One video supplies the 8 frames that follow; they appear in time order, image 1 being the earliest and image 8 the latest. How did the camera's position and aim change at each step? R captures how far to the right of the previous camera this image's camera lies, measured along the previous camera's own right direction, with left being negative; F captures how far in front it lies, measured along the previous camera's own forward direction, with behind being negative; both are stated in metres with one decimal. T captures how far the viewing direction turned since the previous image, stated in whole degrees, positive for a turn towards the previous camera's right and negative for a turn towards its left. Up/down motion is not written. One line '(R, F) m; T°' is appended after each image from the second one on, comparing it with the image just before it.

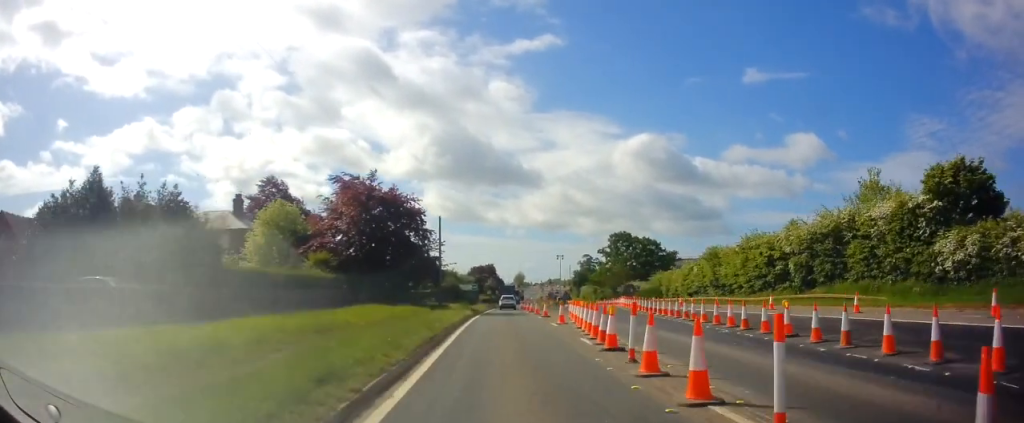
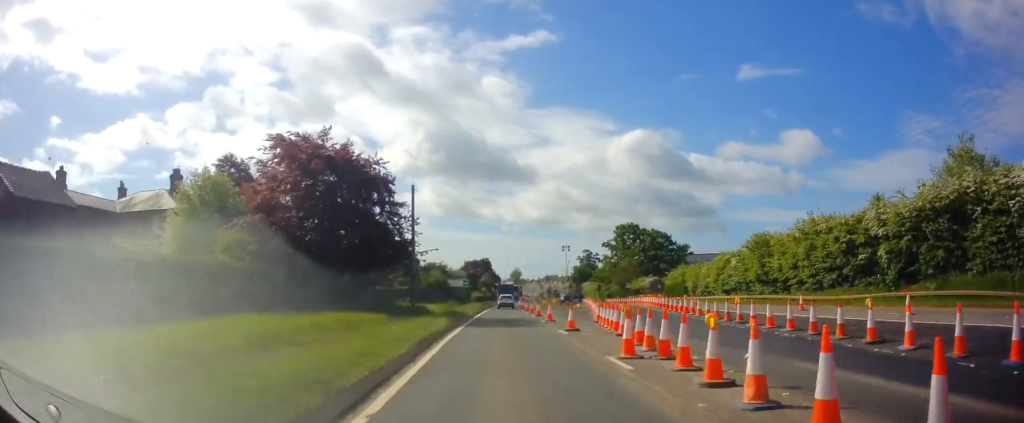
(0.0, +12.9) m; 0°
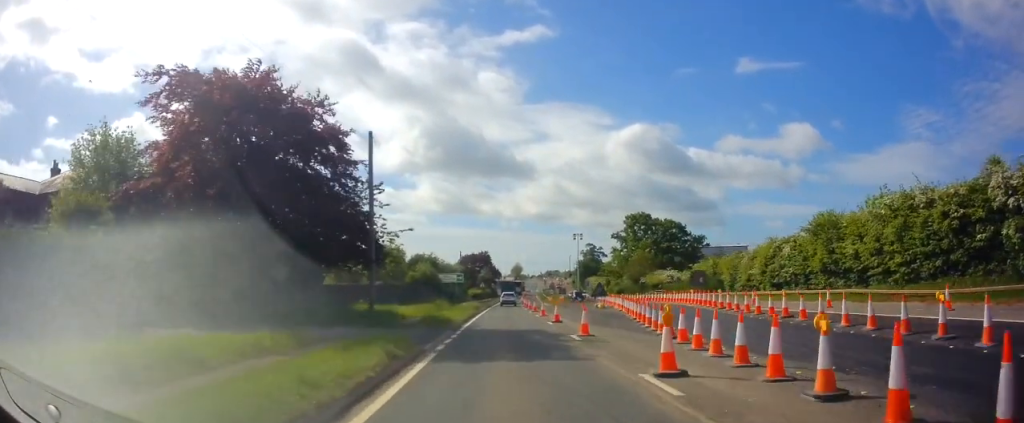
(+0.1, +11.3) m; 0°
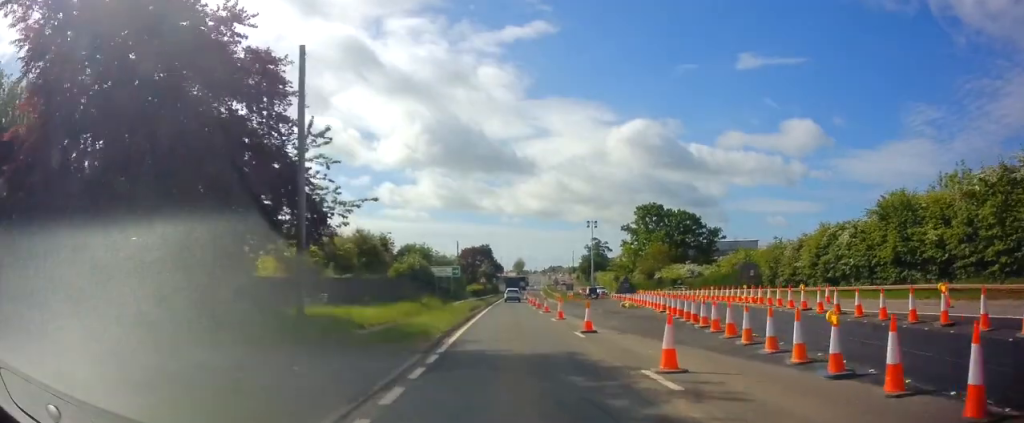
(-0.2, +8.5) m; 0°
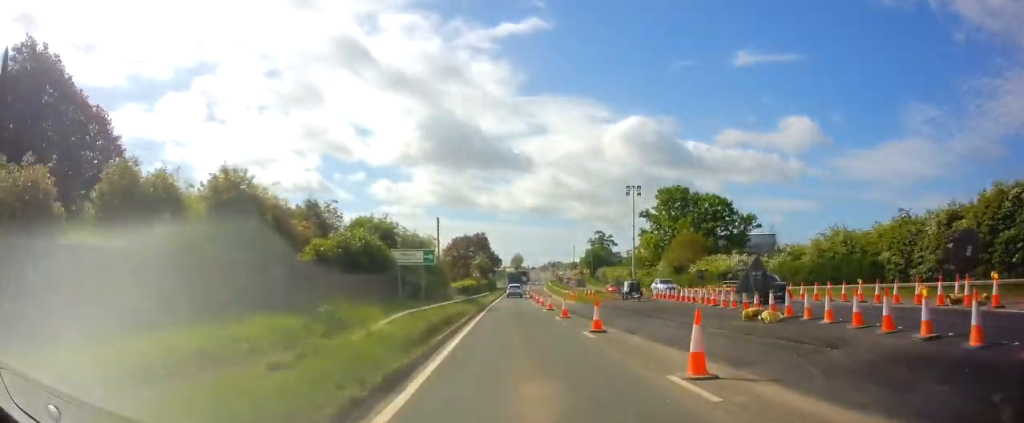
(+0.1, +18.4) m; +1°
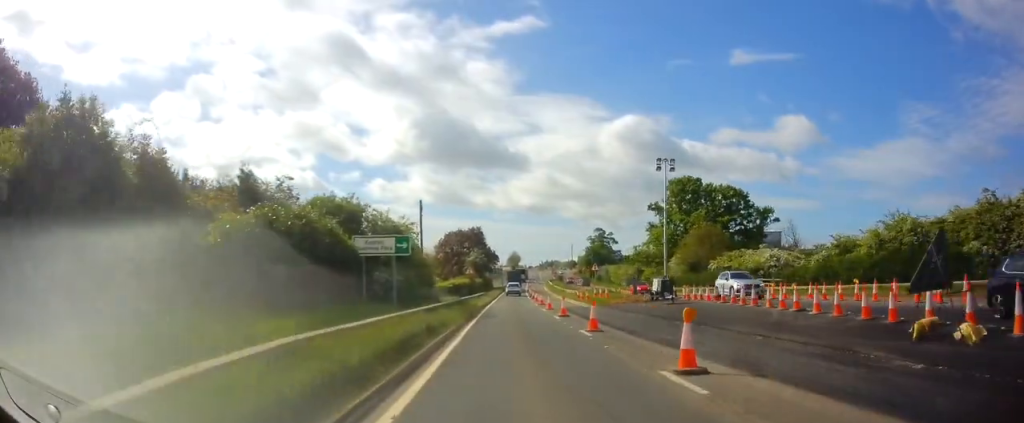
(0.0, +8.2) m; 0°
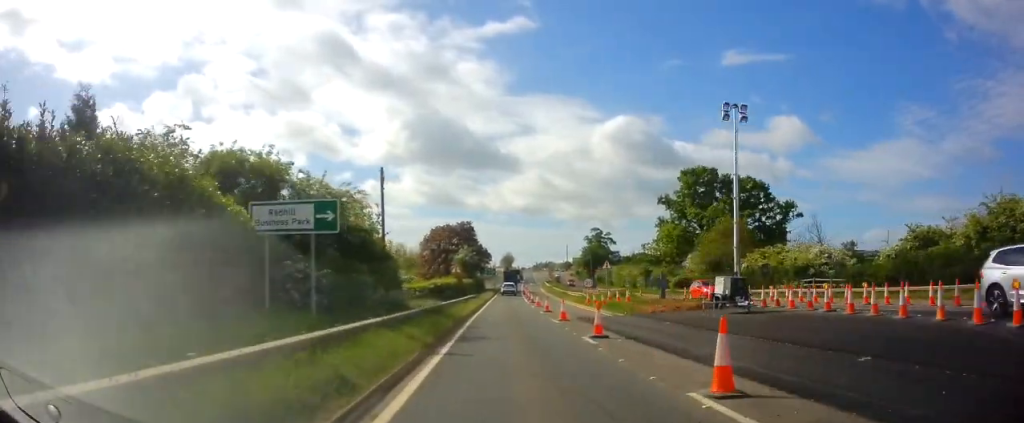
(0.0, +10.4) m; +1°
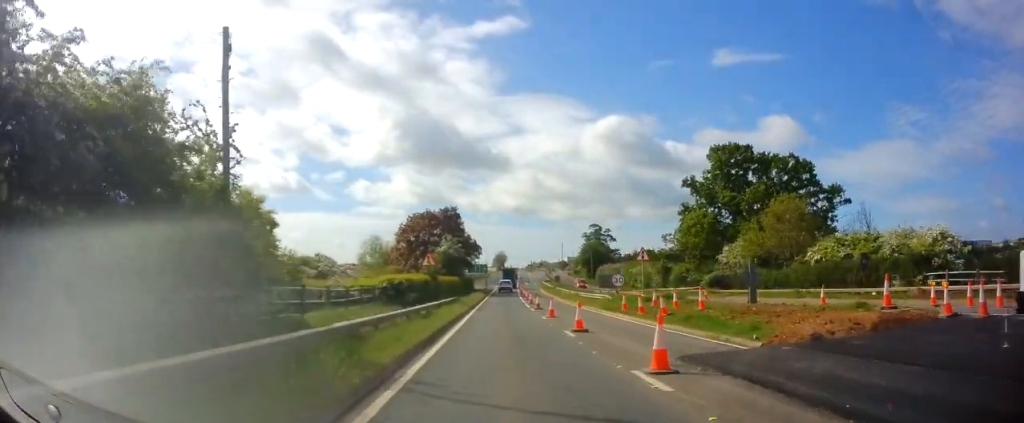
(+0.3, +15.2) m; +1°
